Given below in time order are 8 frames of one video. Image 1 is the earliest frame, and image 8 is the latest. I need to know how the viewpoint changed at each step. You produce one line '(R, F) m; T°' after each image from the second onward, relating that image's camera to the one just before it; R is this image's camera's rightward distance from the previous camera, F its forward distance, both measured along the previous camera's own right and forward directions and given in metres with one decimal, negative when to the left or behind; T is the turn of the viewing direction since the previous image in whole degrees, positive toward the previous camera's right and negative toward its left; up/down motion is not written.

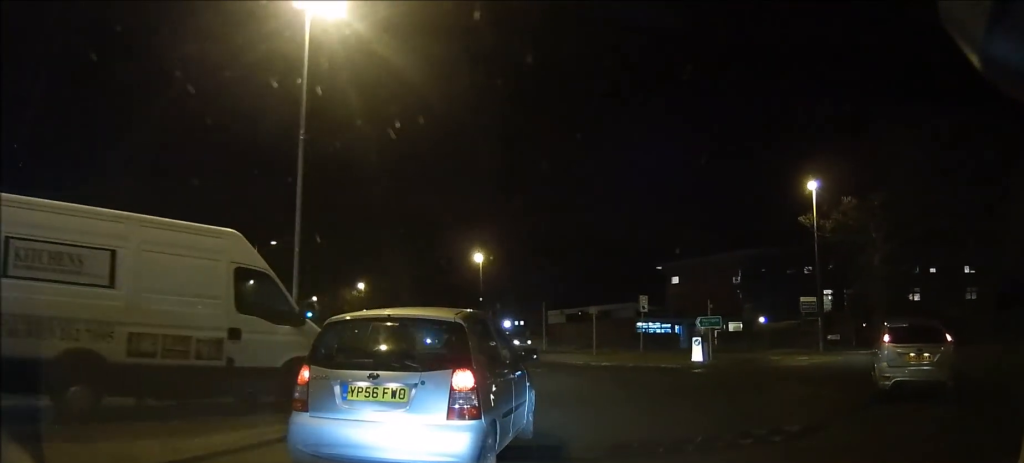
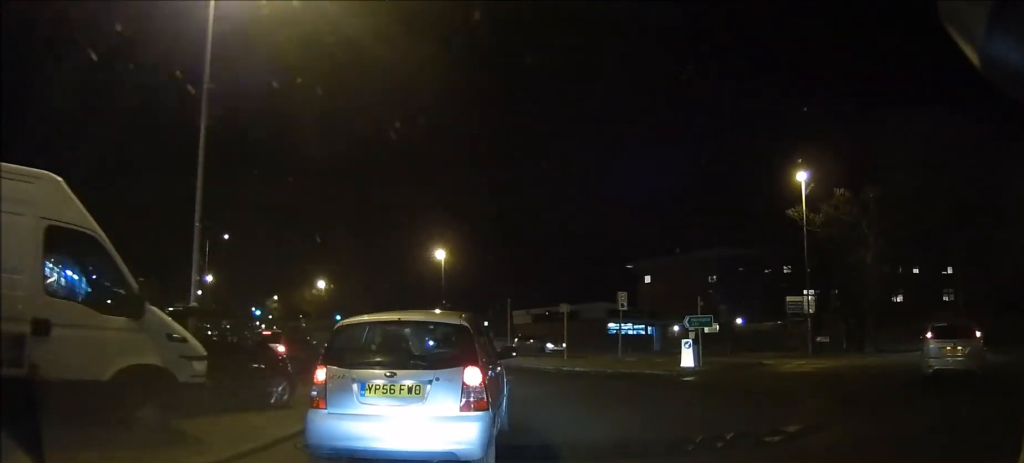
(+0.1, +3.0) m; +3°
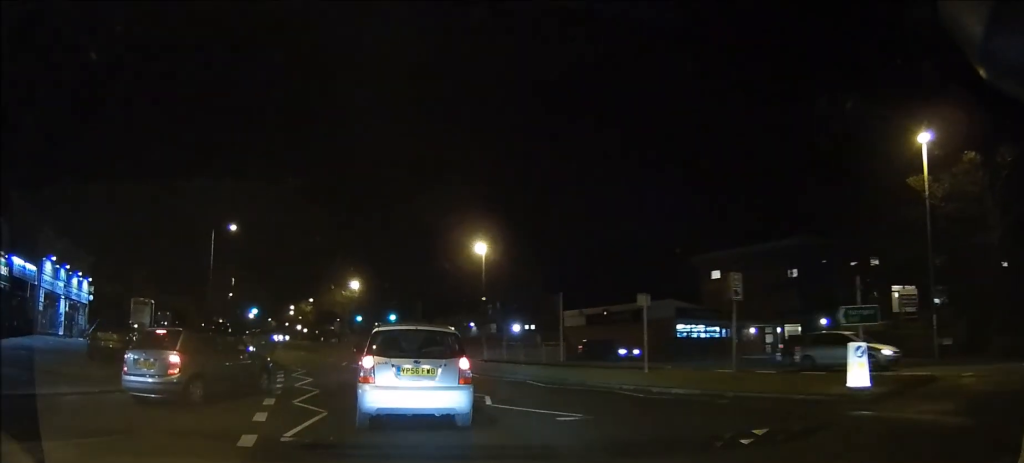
(+0.3, +6.9) m; 0°
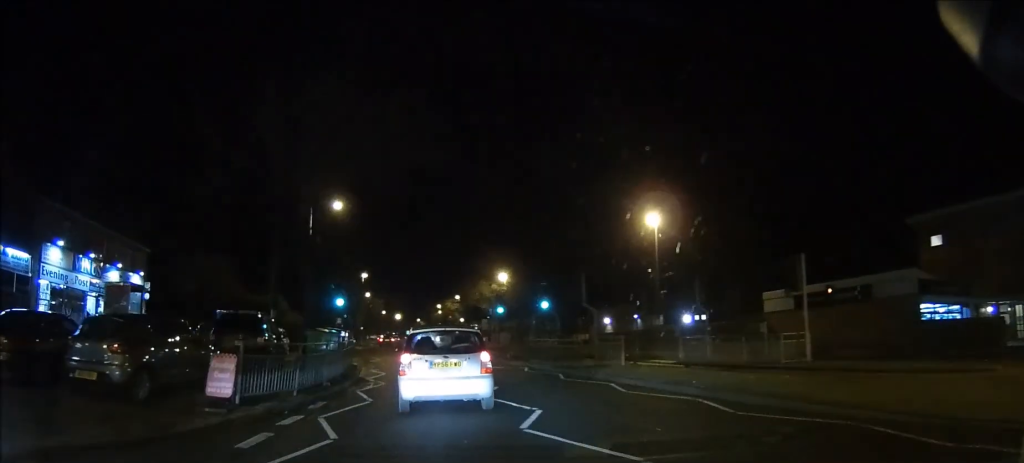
(-1.8, +9.8) m; -18°
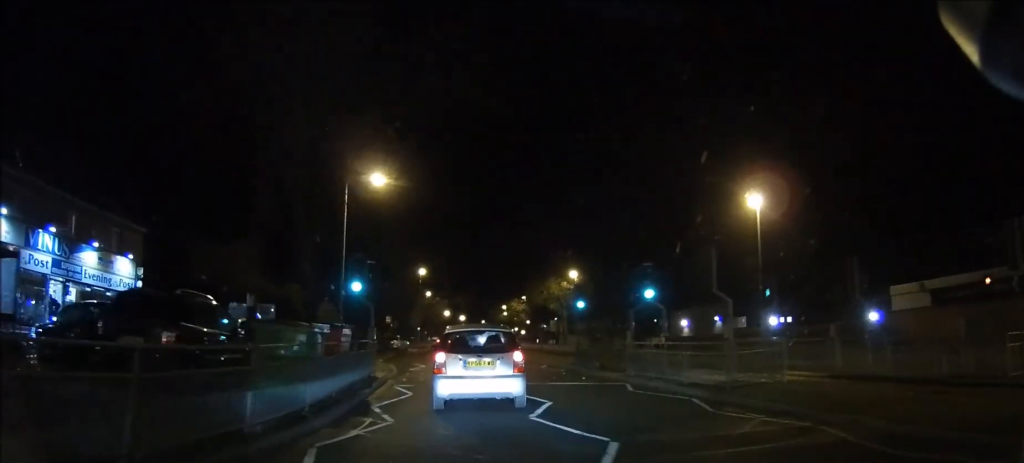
(-0.1, +6.9) m; -6°
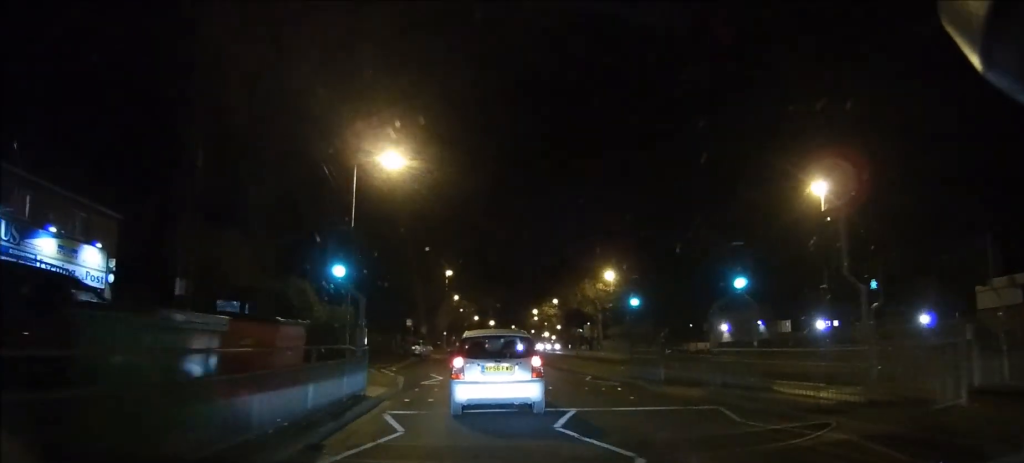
(-0.3, +4.6) m; -3°
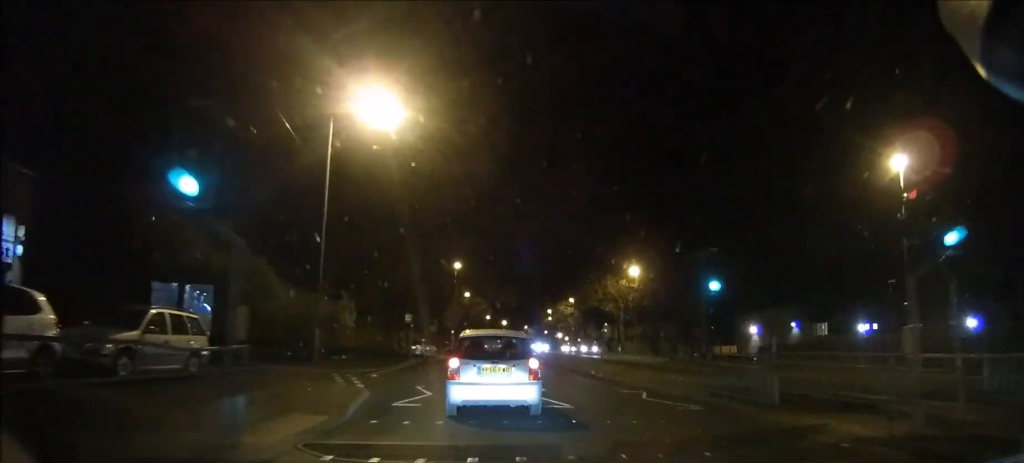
(-0.2, +6.3) m; -2°
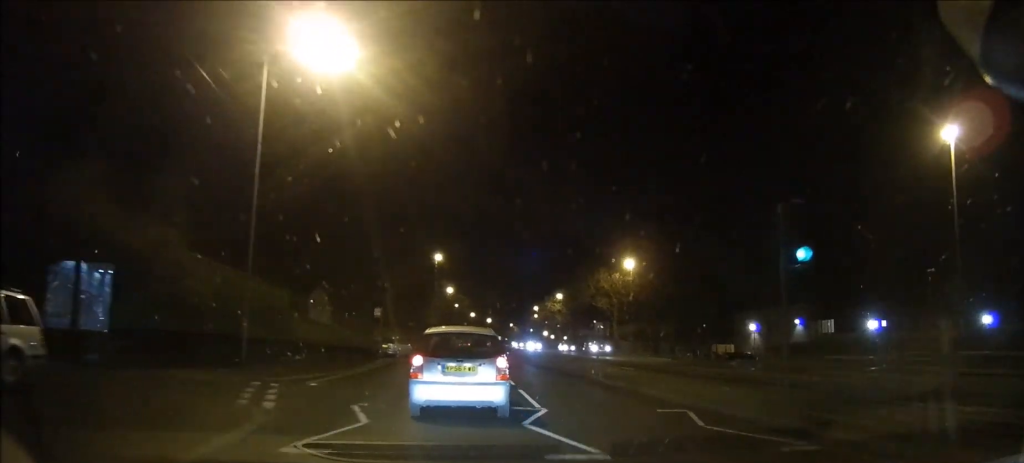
(0.0, +4.6) m; 0°
